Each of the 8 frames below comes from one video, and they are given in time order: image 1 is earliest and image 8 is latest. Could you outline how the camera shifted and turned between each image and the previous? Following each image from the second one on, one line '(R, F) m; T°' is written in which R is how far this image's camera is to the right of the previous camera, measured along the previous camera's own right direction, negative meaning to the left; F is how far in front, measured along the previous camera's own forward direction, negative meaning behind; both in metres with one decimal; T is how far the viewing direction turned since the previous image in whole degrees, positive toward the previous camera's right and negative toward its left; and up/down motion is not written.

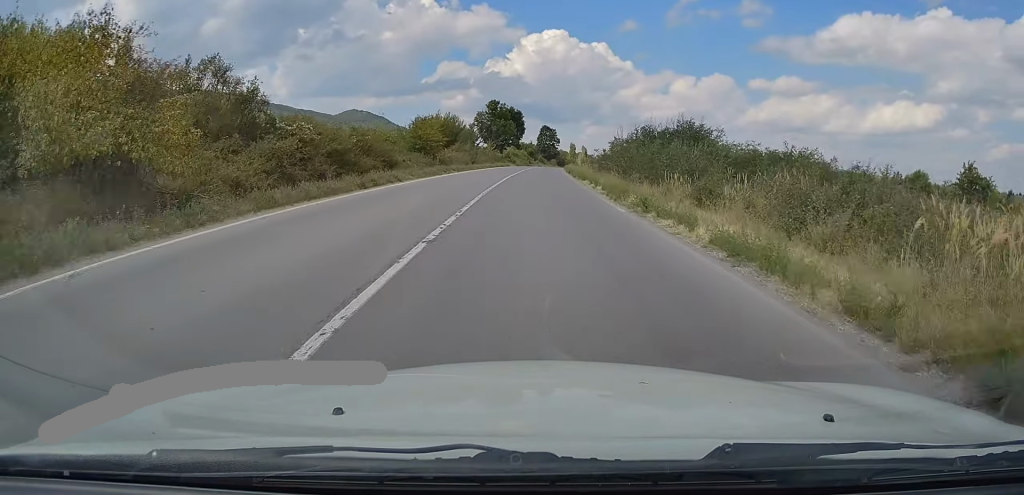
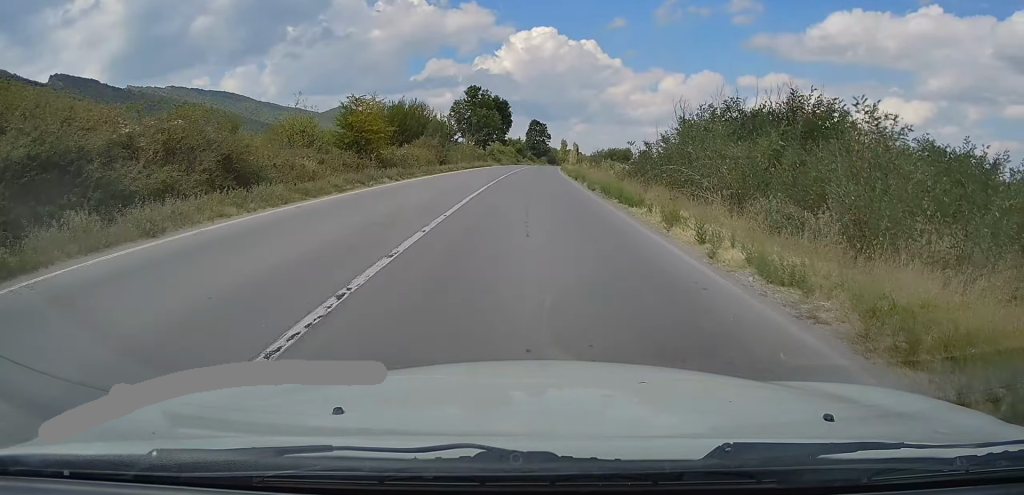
(+0.3, +18.1) m; +1°
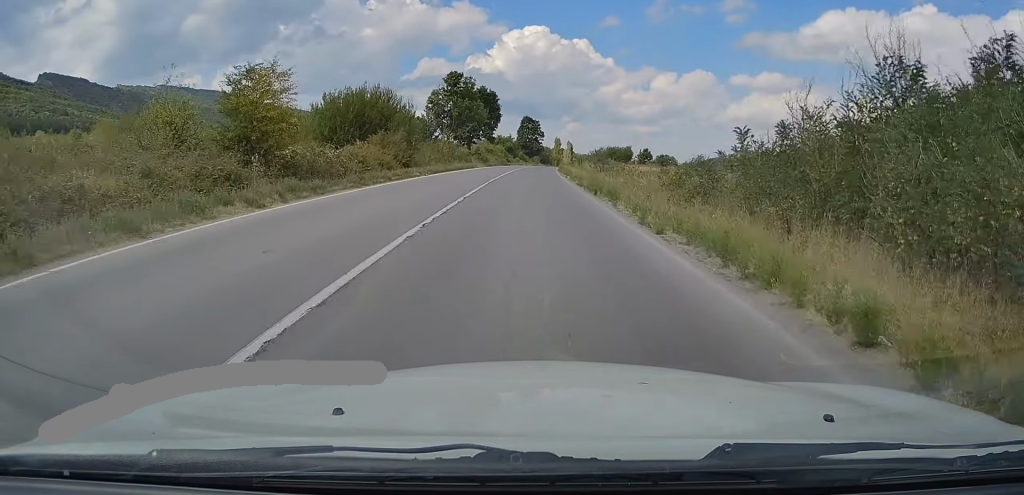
(0.0, +13.5) m; +1°
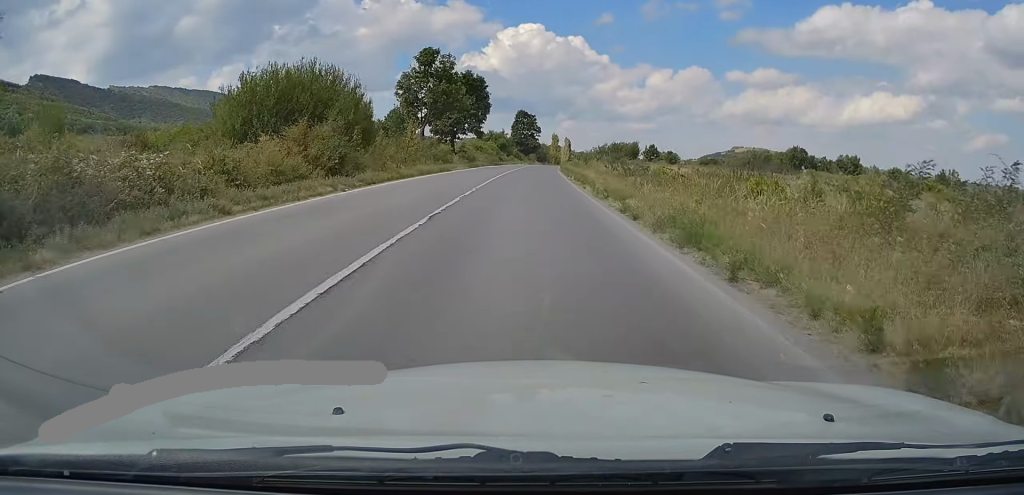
(+0.1, +15.0) m; +1°
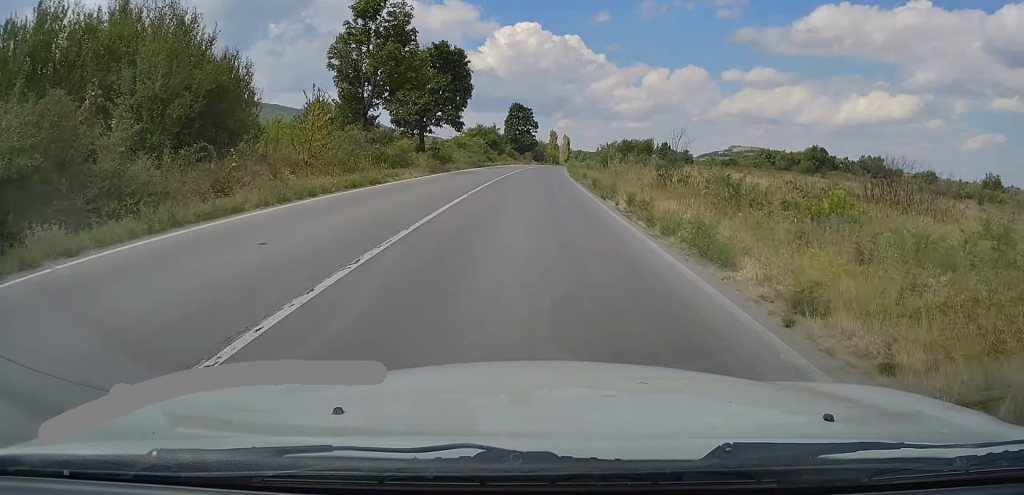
(+0.2, +19.6) m; +1°
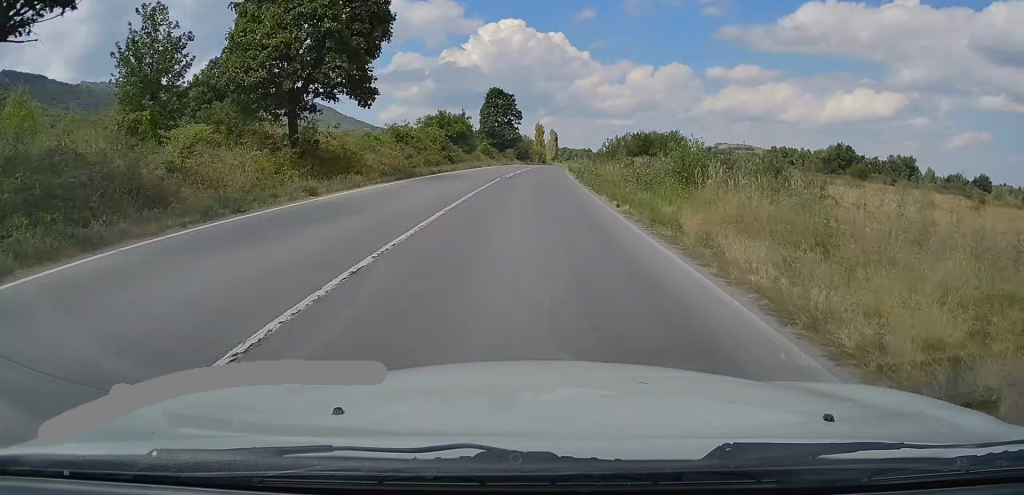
(0.0, +29.0) m; +1°
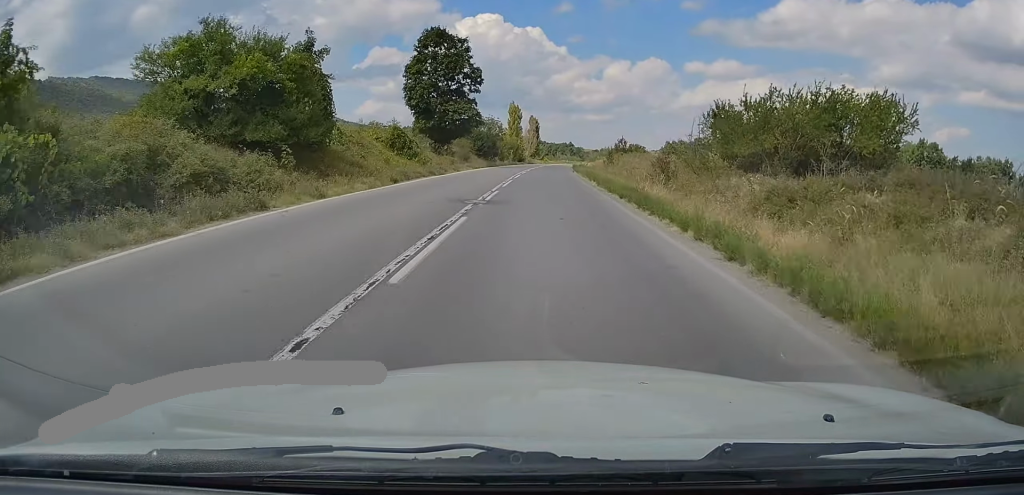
(+1.2, +53.2) m; +3°
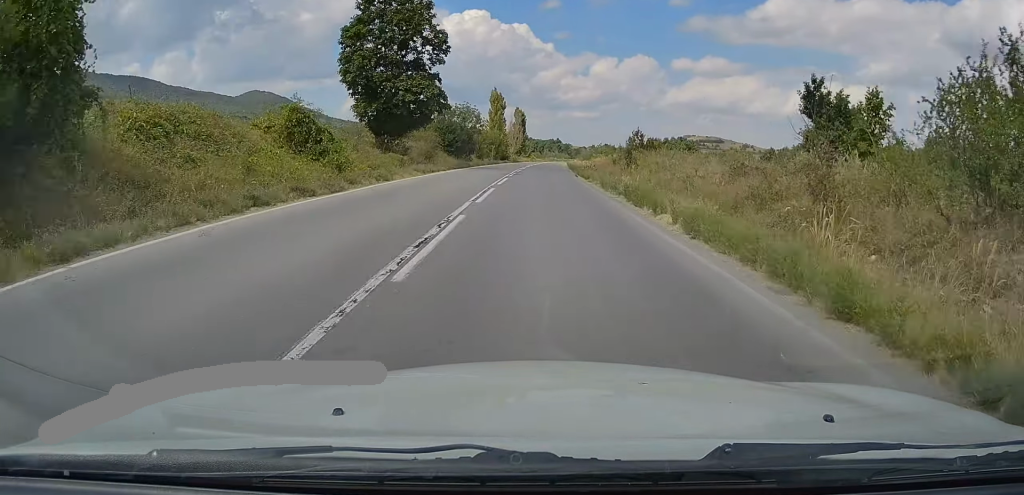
(+0.2, +17.8) m; +1°
